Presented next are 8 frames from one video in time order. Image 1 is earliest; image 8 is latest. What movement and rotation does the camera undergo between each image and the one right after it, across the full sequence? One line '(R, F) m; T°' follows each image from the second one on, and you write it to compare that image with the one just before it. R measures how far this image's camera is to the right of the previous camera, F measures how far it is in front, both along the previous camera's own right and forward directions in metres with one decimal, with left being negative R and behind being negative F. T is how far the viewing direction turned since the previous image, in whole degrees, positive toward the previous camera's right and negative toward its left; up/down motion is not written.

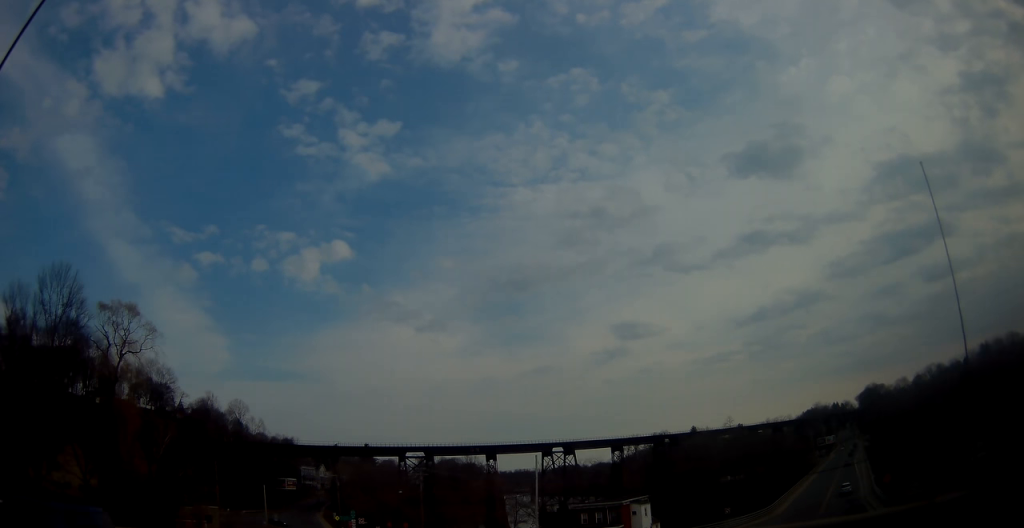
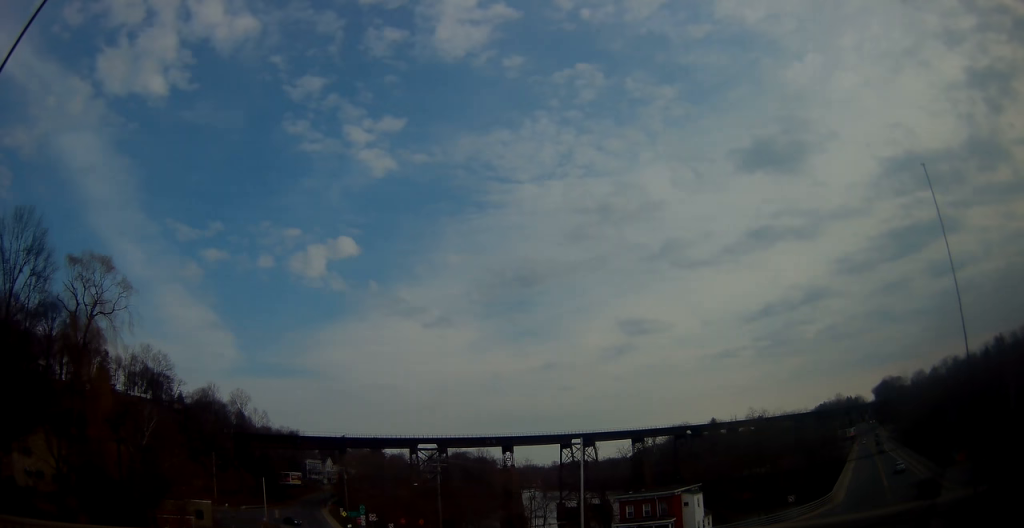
(0.0, +10.6) m; 0°
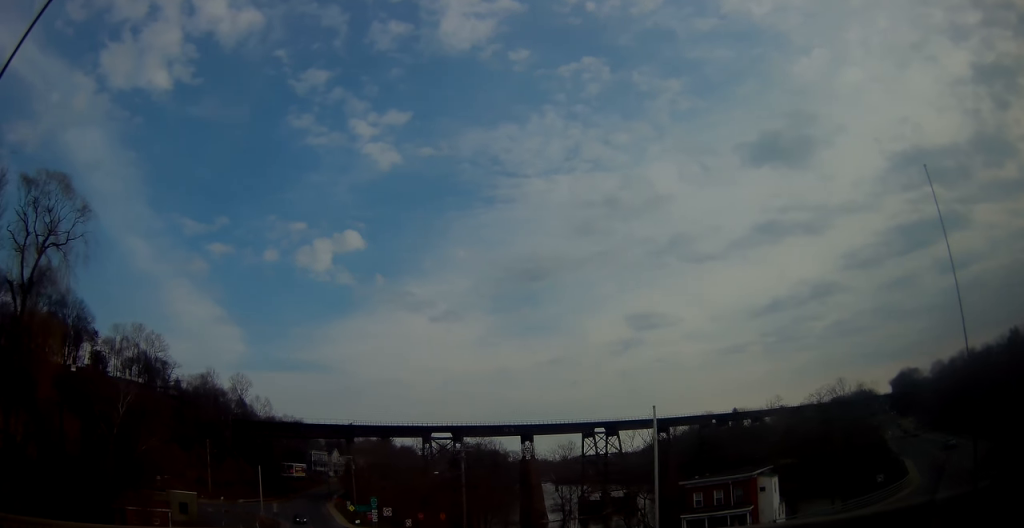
(0.0, +12.4) m; -1°
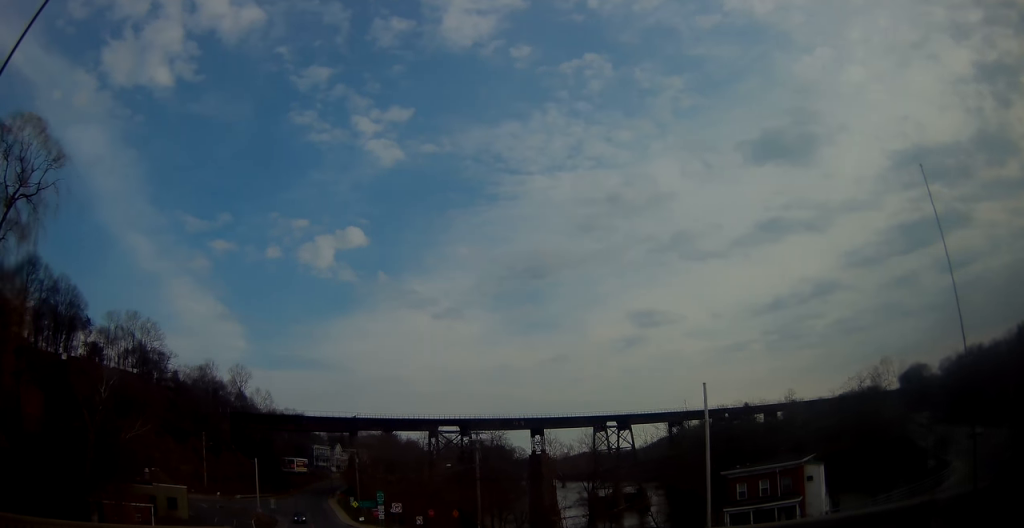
(-0.2, +6.4) m; 0°
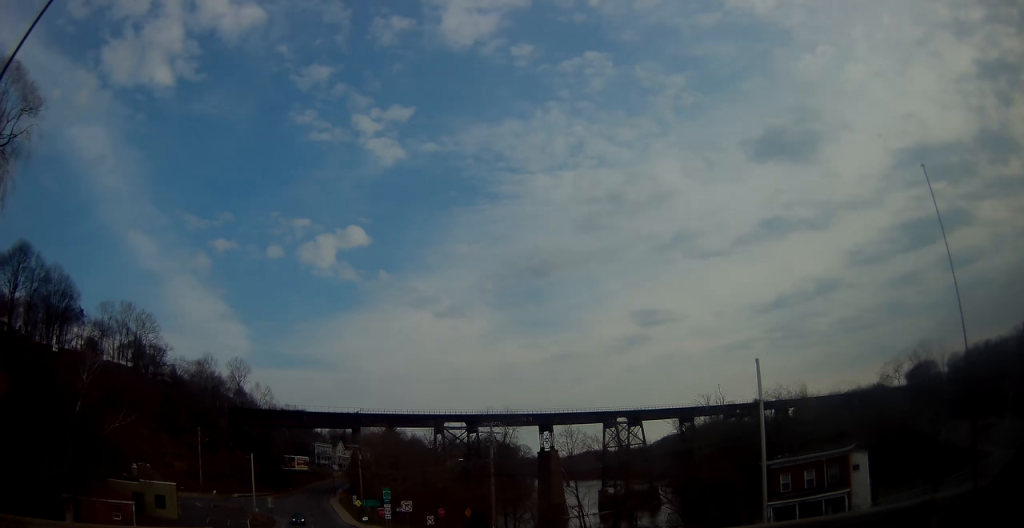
(0.0, +5.6) m; 0°
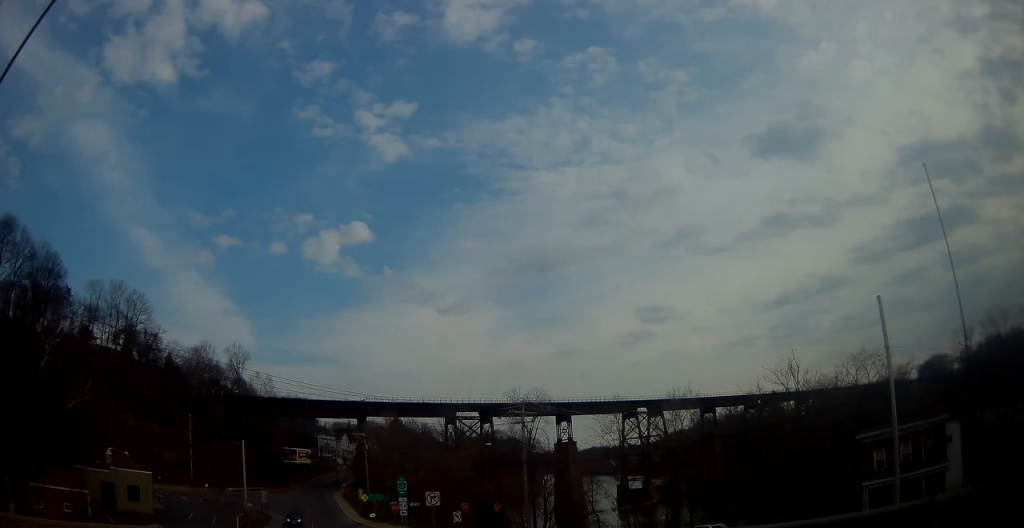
(+0.2, +10.0) m; 0°
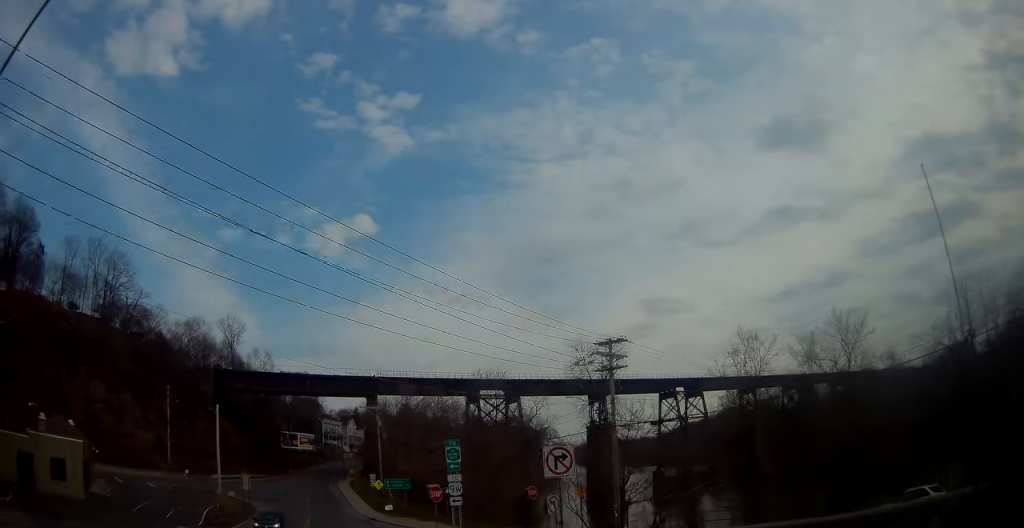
(-0.6, +17.1) m; -2°
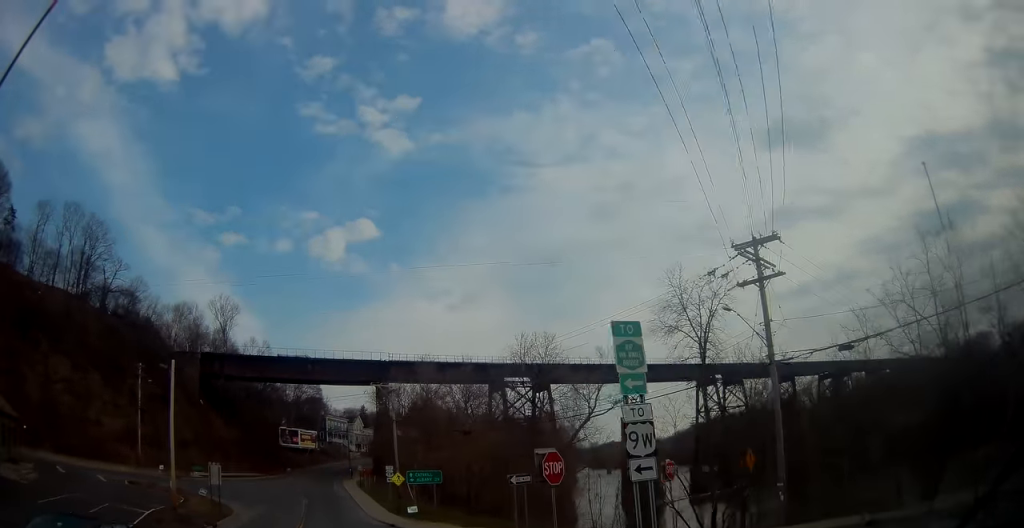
(0.0, +15.2) m; 0°
